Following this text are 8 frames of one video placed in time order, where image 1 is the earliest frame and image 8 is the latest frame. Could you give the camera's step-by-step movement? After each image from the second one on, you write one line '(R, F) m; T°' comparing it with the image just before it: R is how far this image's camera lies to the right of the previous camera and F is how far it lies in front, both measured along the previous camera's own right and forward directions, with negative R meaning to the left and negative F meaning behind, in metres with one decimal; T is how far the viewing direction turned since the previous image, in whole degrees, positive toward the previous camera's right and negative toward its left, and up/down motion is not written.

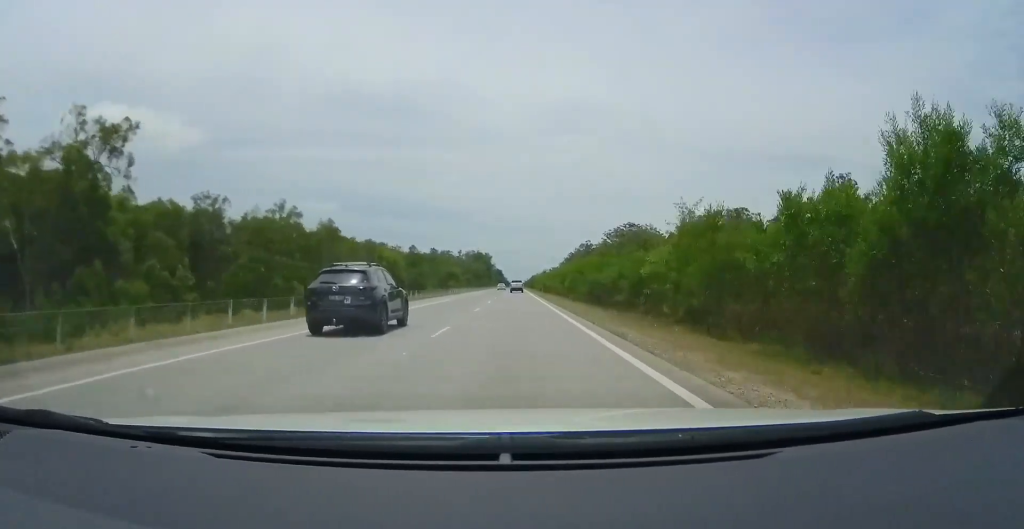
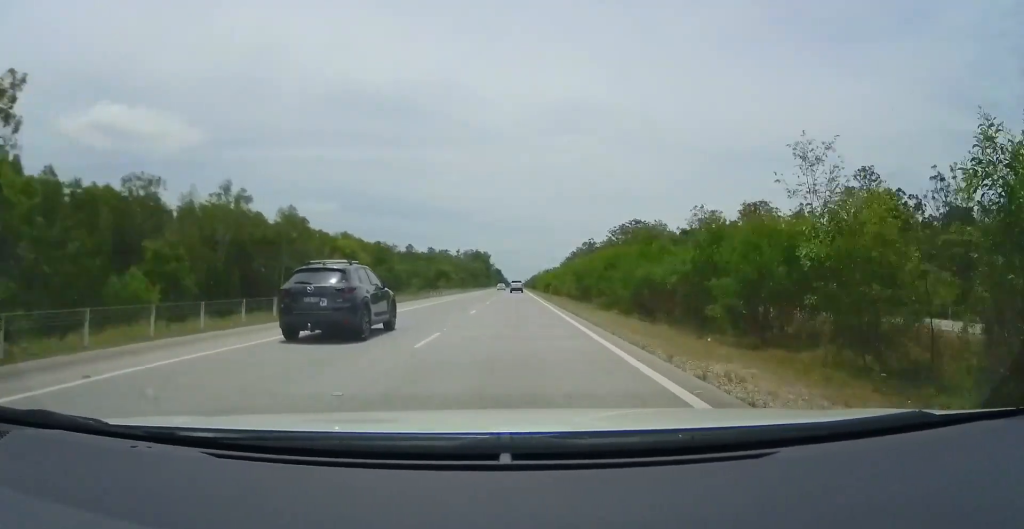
(-0.1, +13.1) m; 0°
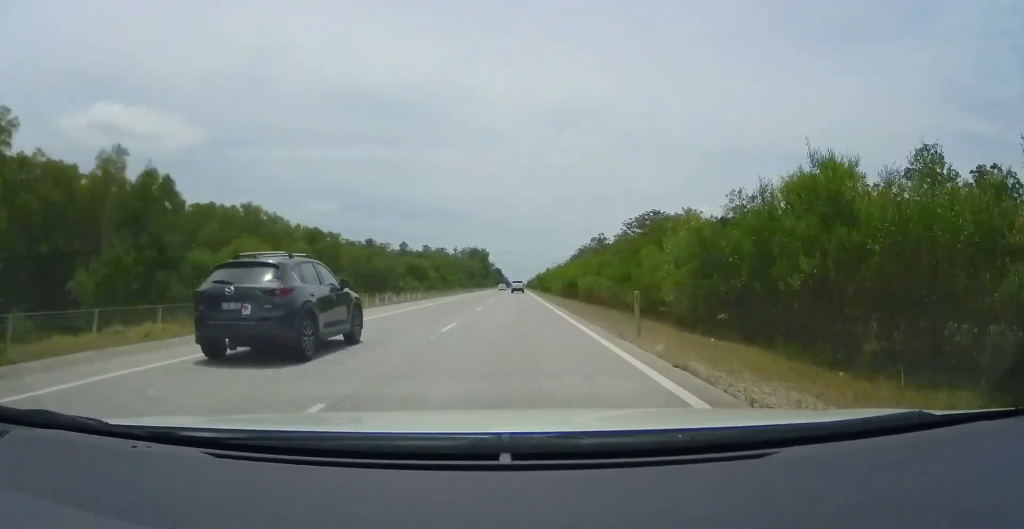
(-0.1, +32.1) m; 0°
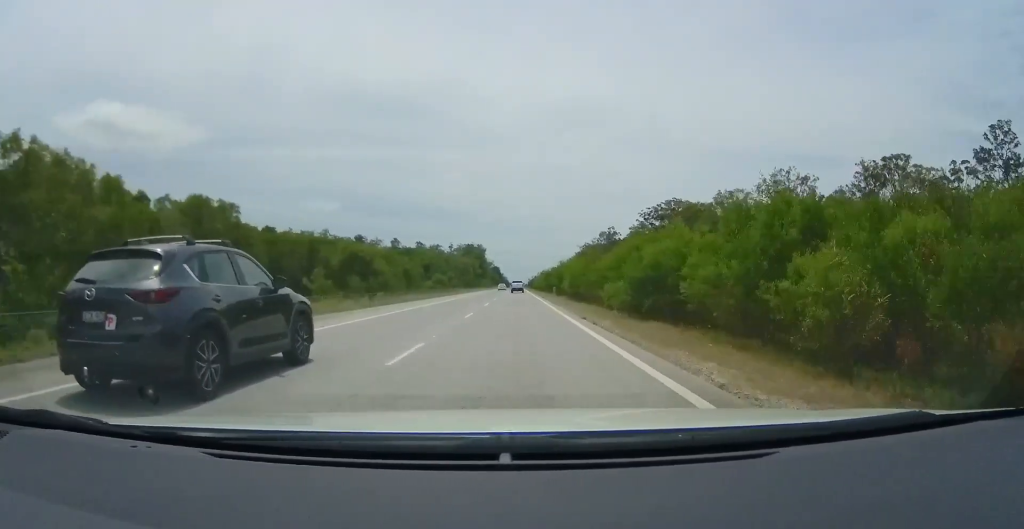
(+0.1, +29.6) m; 0°
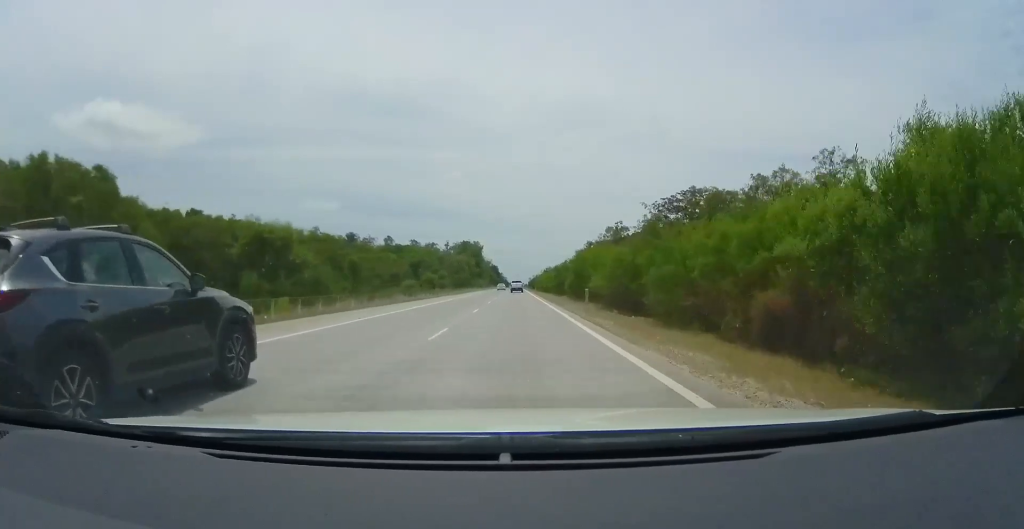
(-0.2, +20.1) m; 0°
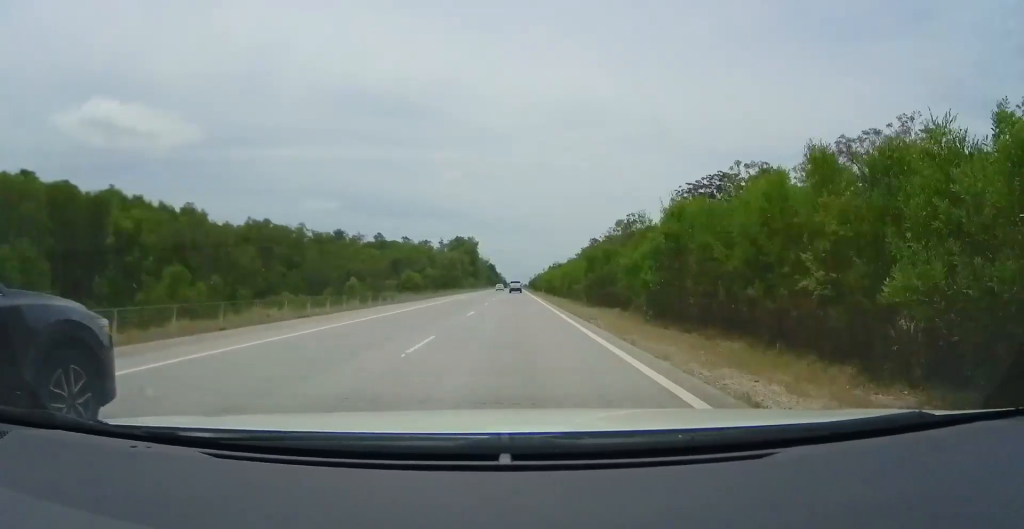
(+0.4, +24.8) m; 0°
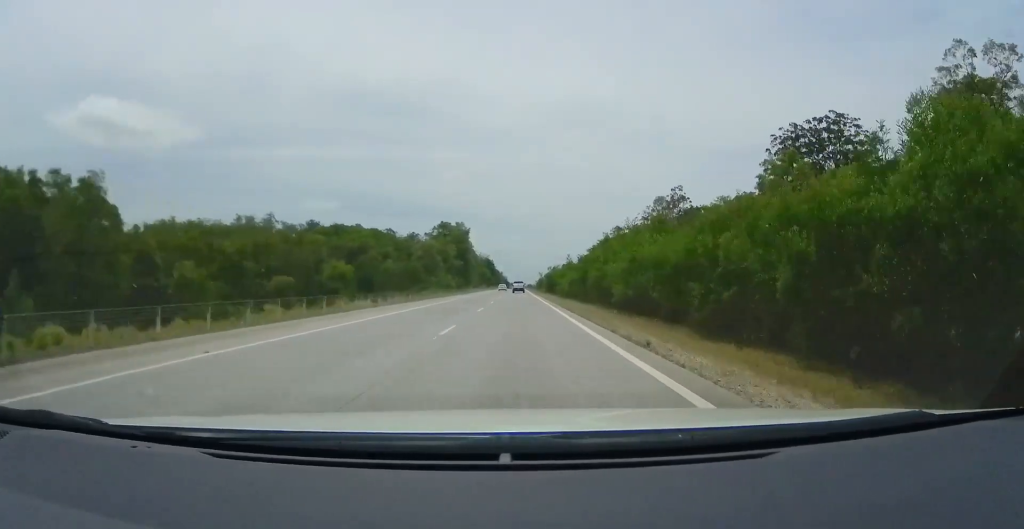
(-1.8, +56.0) m; -2°
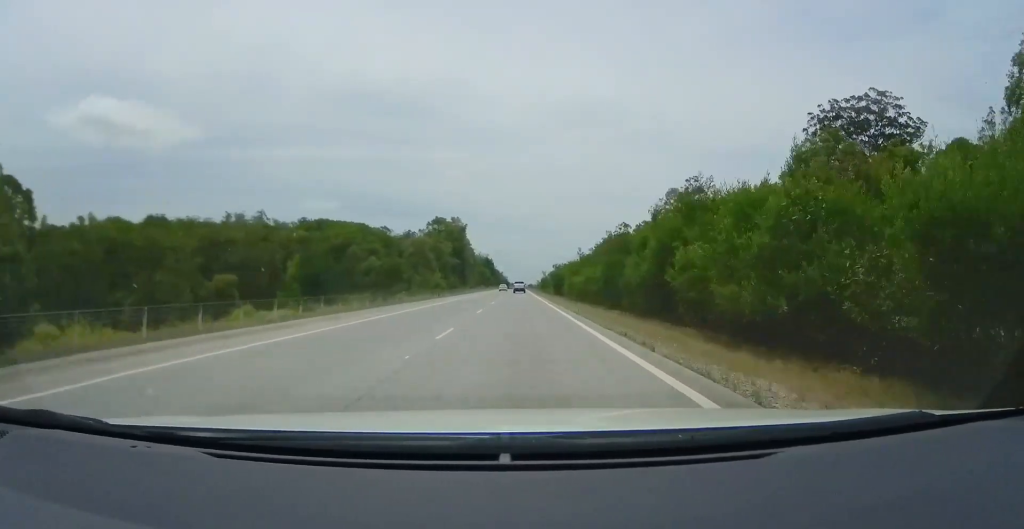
(0.0, +13.2) m; 0°
